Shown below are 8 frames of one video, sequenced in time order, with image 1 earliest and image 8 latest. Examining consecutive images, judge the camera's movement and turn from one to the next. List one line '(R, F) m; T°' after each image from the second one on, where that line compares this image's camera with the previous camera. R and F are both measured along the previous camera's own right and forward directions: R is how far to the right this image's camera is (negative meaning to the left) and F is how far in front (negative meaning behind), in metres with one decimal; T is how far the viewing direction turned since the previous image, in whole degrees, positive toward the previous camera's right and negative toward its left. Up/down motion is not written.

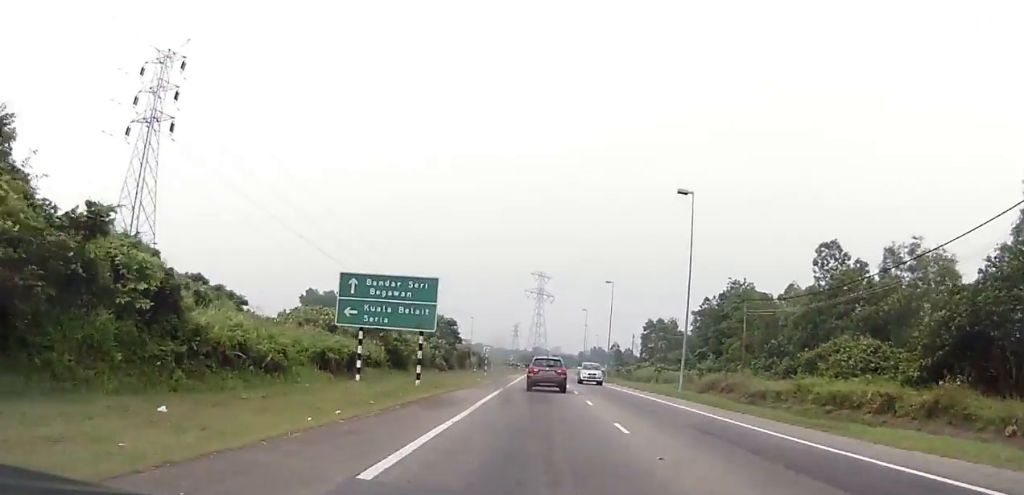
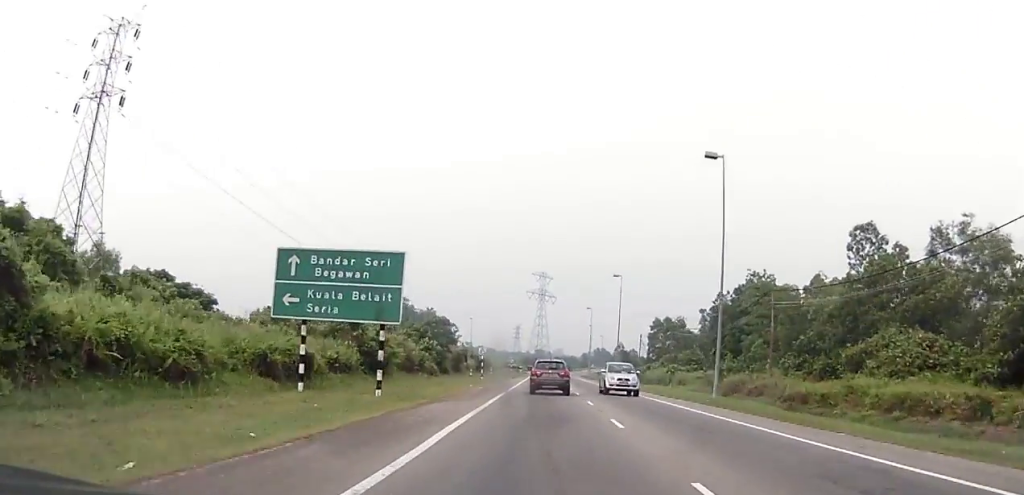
(+0.1, +7.3) m; 0°
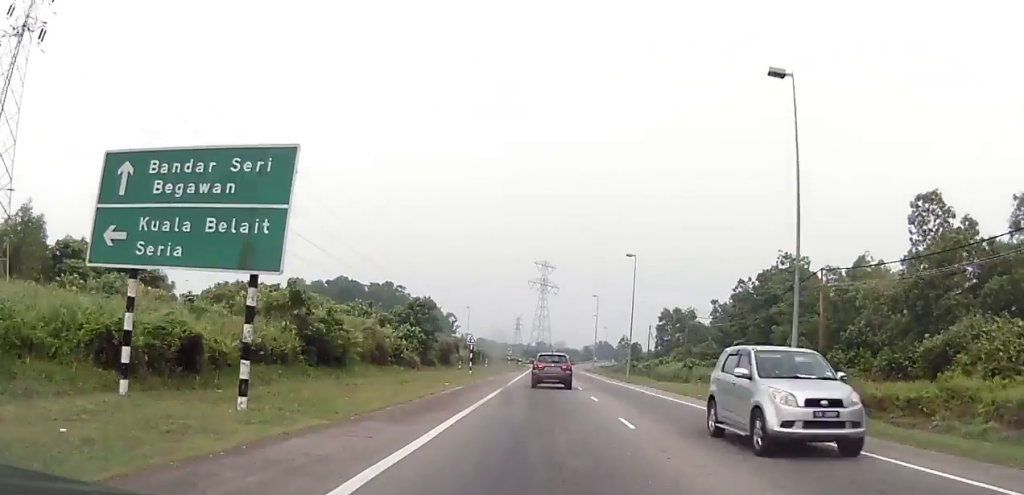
(+0.1, +9.8) m; 0°
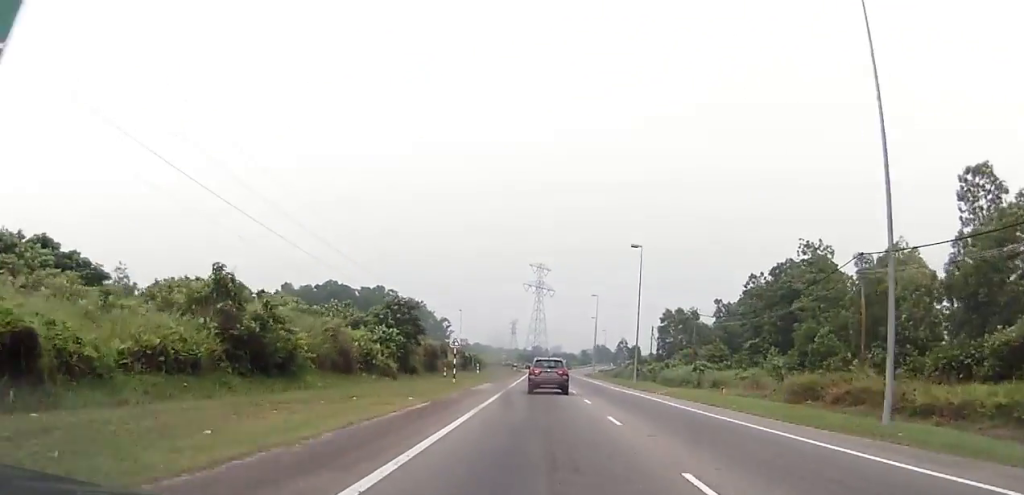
(-0.1, +7.1) m; 0°
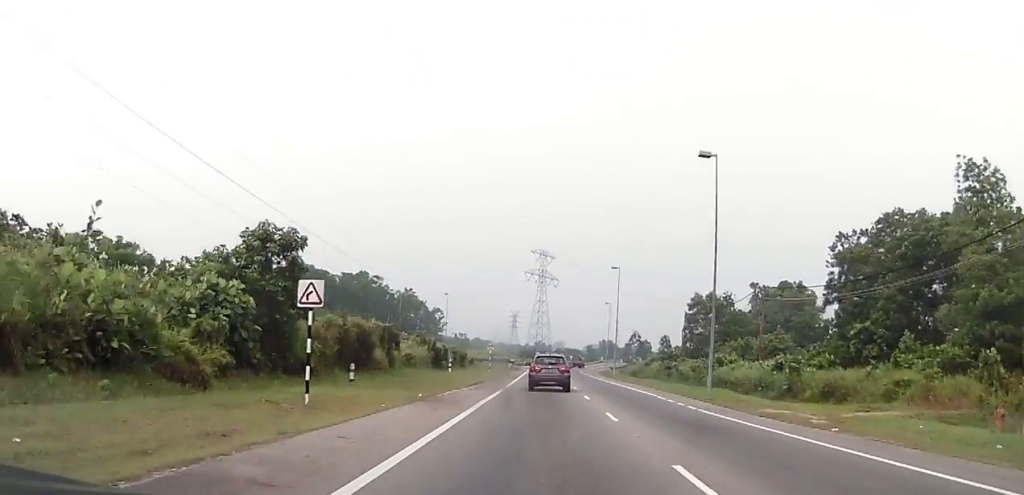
(+0.1, +26.4) m; 0°
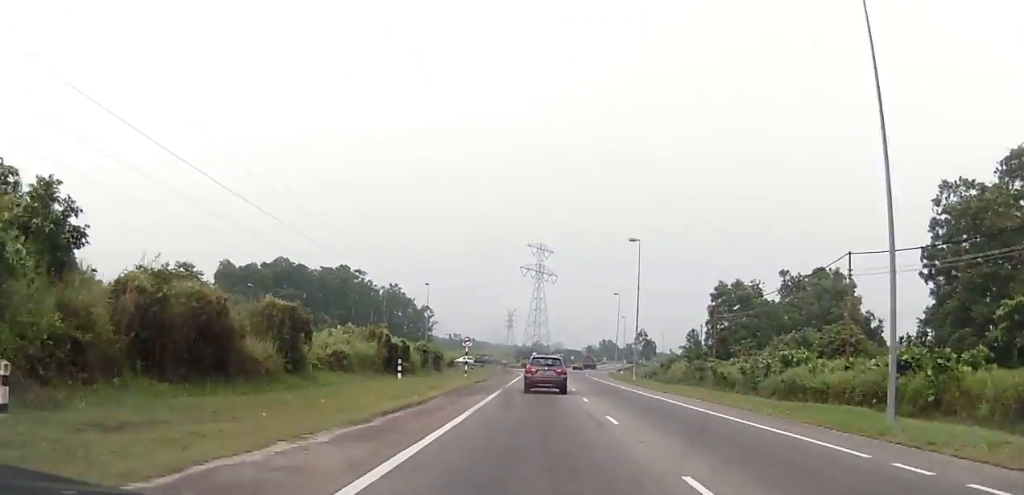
(-0.3, +18.7) m; -1°
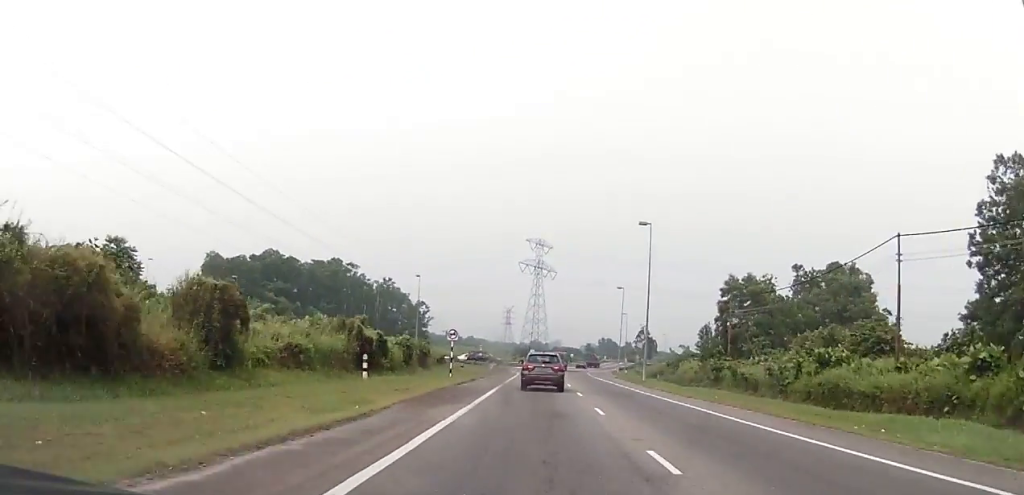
(0.0, +6.7) m; 0°
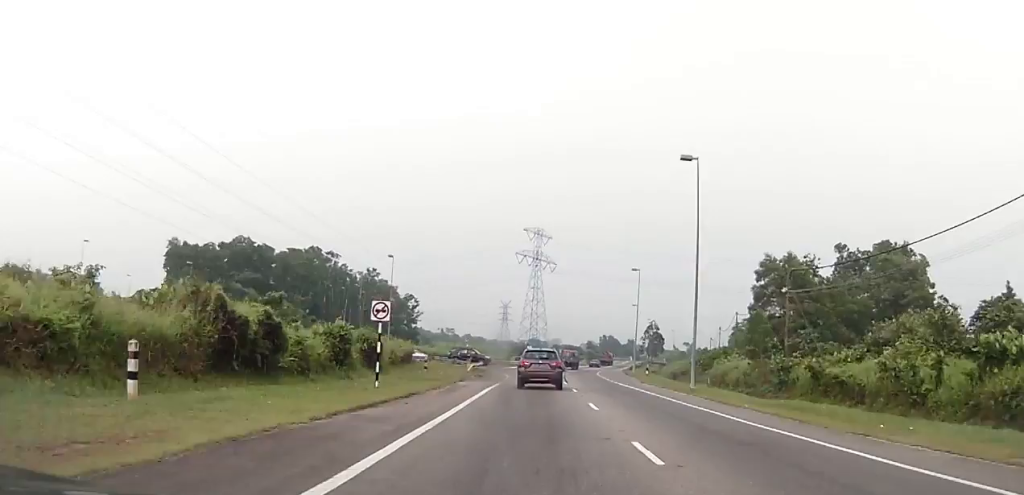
(0.0, +17.5) m; +2°
